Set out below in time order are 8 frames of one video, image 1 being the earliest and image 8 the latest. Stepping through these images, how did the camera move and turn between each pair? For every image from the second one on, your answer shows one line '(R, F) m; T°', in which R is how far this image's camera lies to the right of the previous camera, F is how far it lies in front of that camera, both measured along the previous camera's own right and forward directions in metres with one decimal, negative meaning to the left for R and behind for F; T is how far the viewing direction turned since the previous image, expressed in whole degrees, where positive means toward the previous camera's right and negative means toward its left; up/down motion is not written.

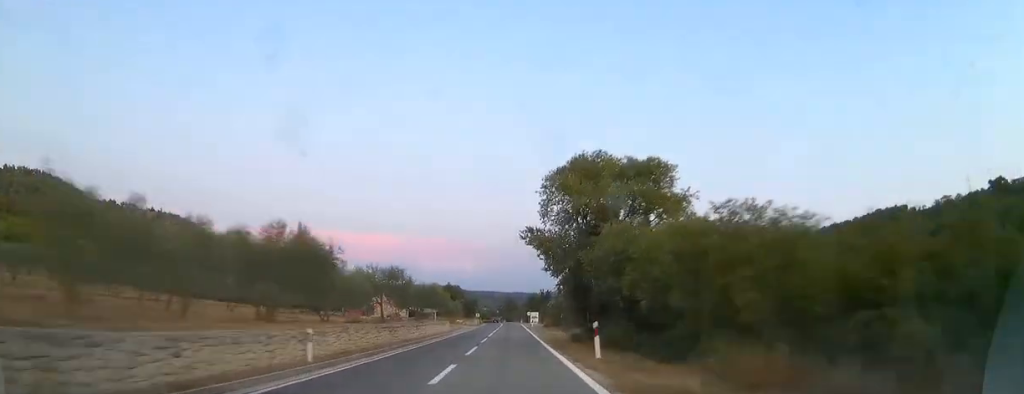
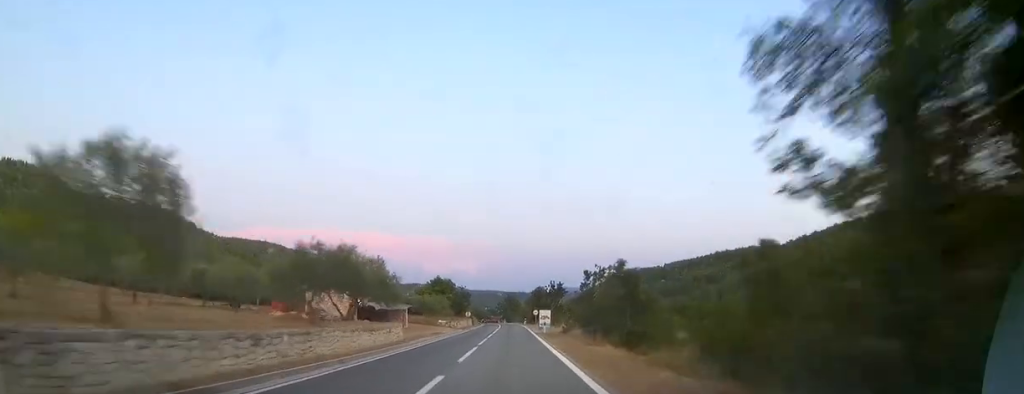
(-0.1, +21.4) m; 0°
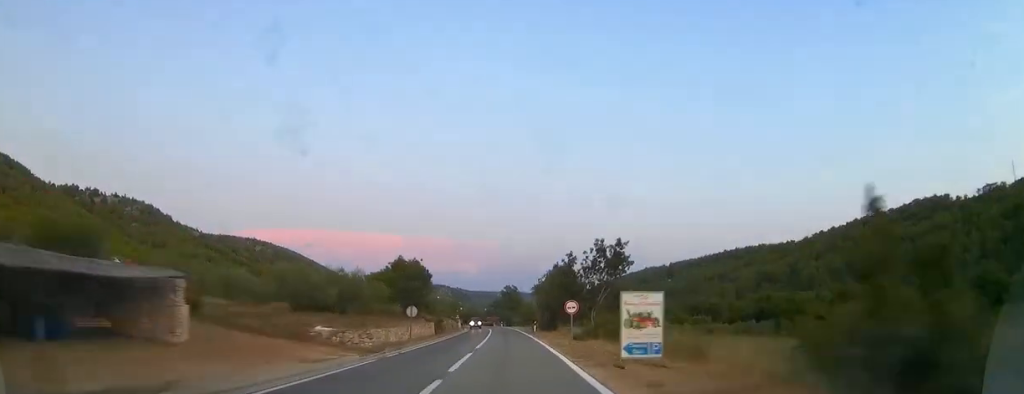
(0.0, +38.9) m; 0°
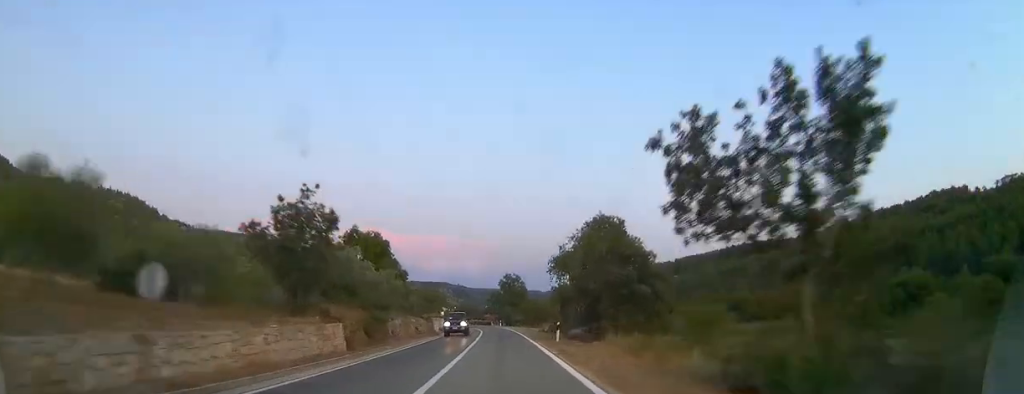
(0.0, +23.4) m; 0°
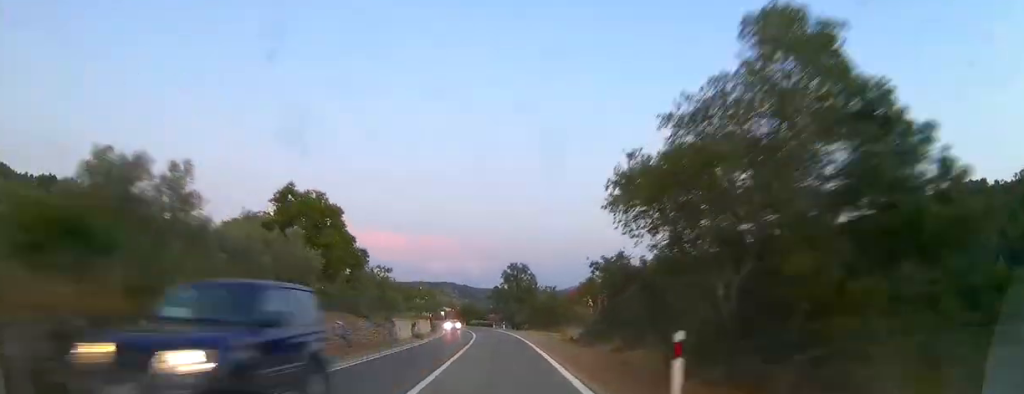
(+0.1, +17.5) m; -1°
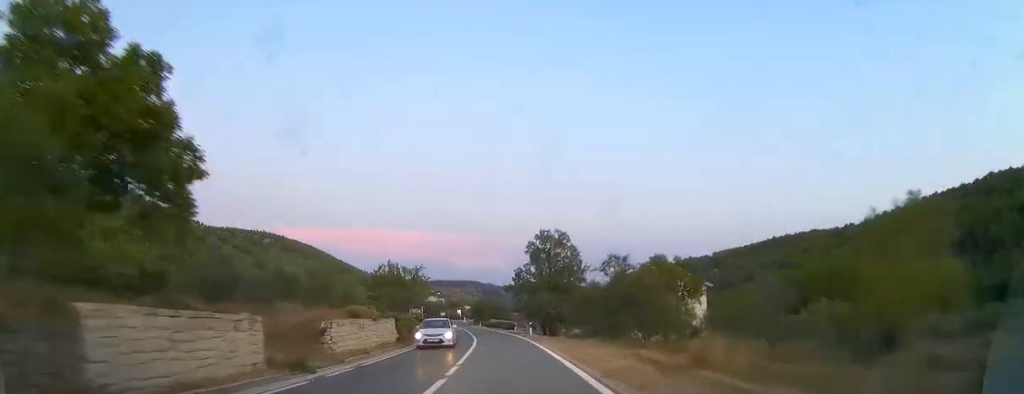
(-0.3, +24.3) m; -2°
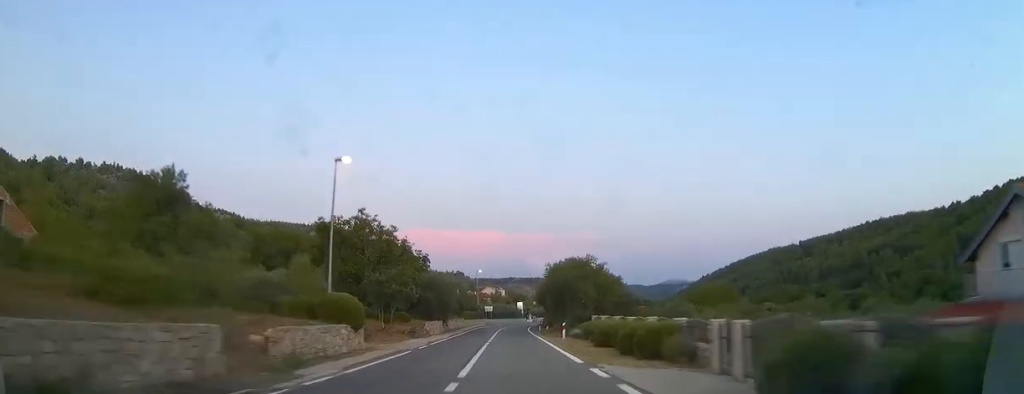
(-4.2, +68.6) m; -5°
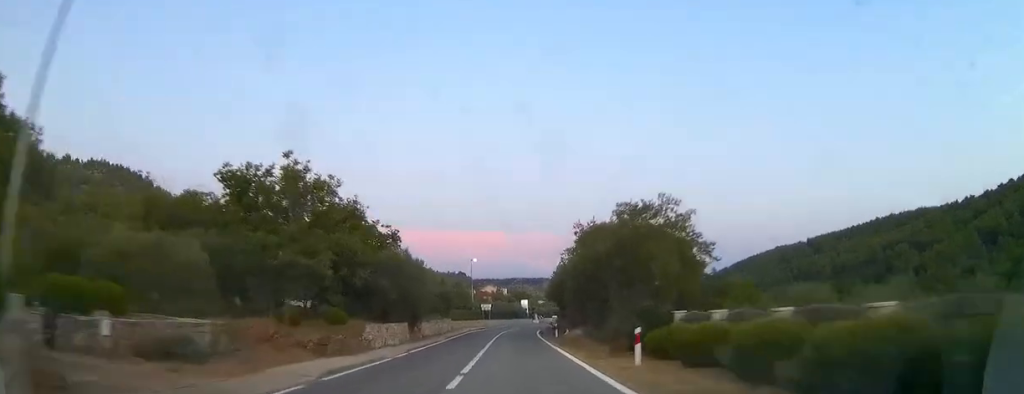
(-0.1, +17.0) m; 0°
